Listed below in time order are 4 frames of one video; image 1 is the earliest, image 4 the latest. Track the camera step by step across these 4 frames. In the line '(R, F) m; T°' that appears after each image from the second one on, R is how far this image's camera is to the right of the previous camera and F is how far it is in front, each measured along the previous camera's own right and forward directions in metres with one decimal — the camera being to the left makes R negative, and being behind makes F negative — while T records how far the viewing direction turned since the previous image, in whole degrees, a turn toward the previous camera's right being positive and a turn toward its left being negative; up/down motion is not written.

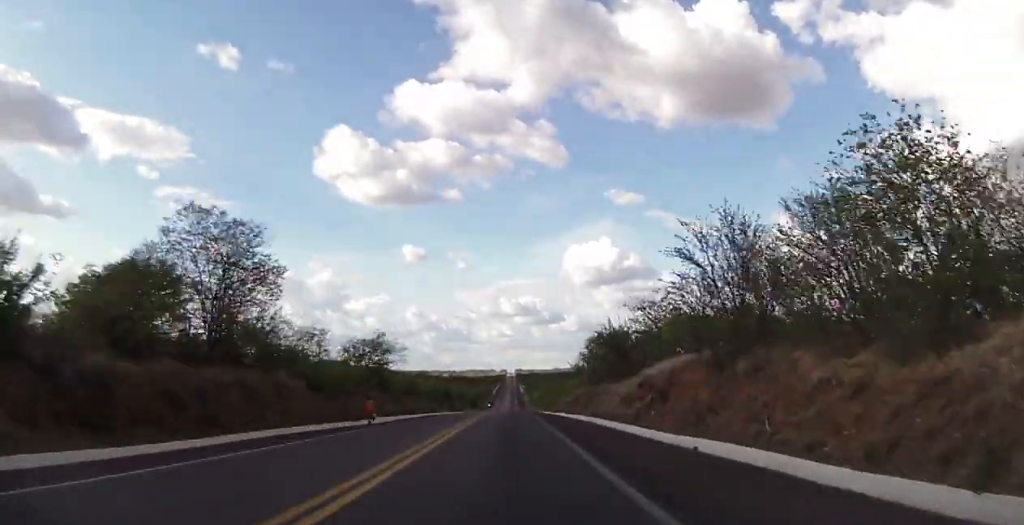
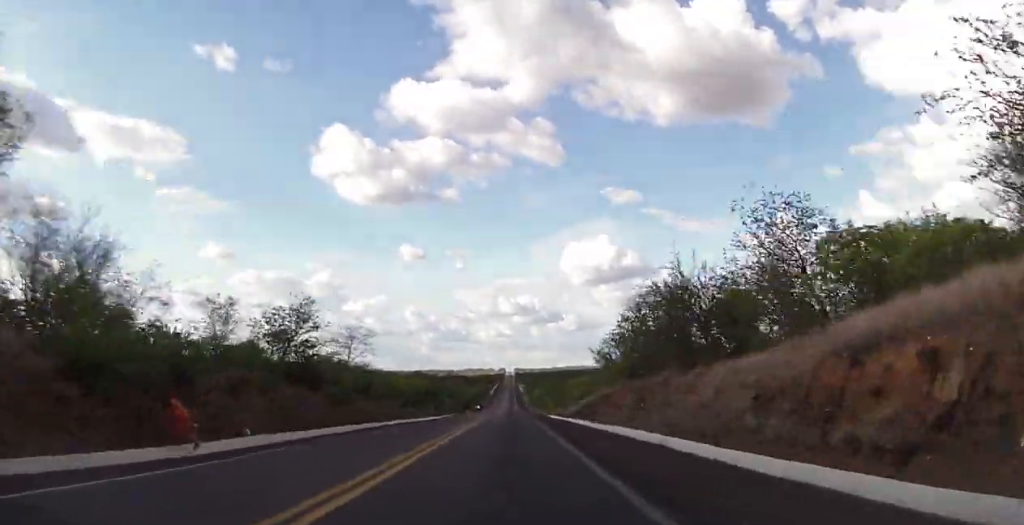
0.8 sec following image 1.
(+0.1, +22.7) m; 0°
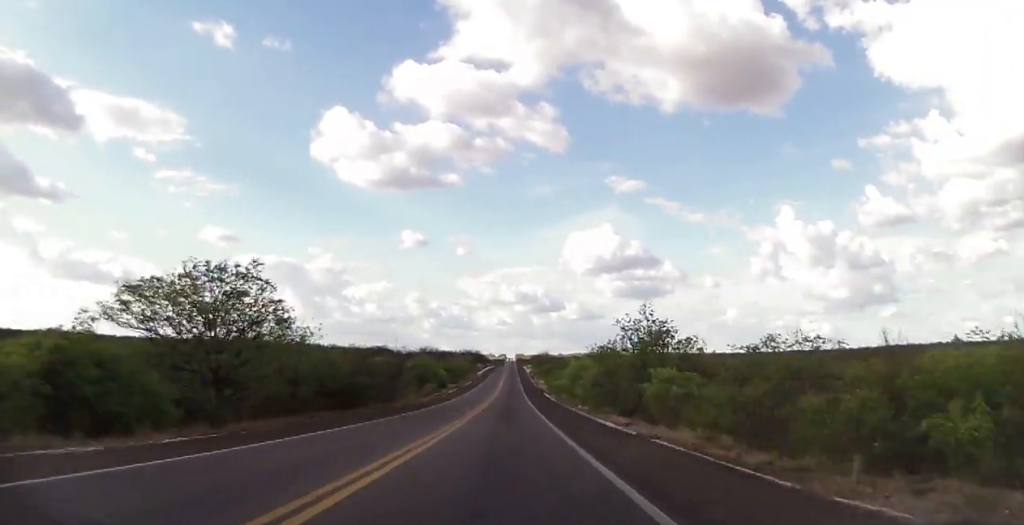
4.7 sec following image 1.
(-1.4, +118.1) m; -1°
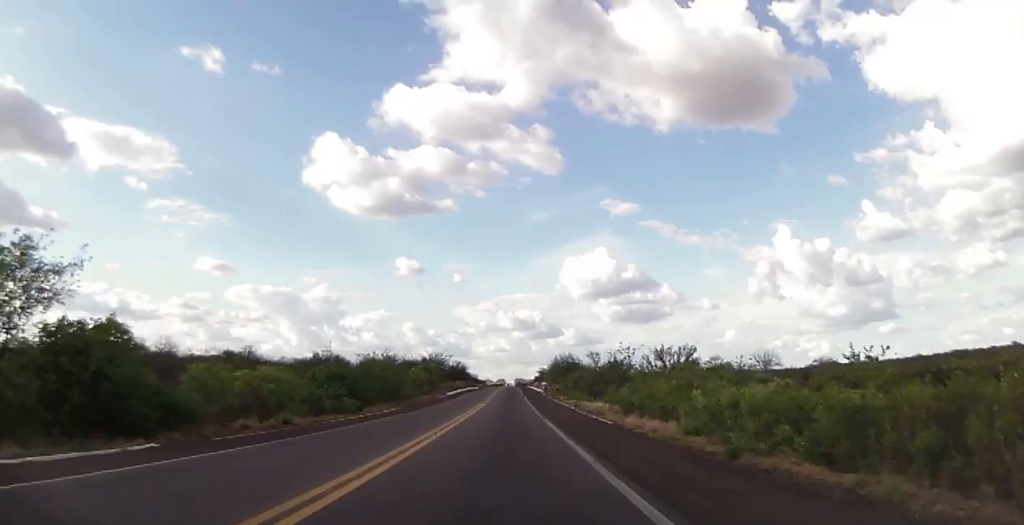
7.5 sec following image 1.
(+1.7, +87.7) m; +1°
